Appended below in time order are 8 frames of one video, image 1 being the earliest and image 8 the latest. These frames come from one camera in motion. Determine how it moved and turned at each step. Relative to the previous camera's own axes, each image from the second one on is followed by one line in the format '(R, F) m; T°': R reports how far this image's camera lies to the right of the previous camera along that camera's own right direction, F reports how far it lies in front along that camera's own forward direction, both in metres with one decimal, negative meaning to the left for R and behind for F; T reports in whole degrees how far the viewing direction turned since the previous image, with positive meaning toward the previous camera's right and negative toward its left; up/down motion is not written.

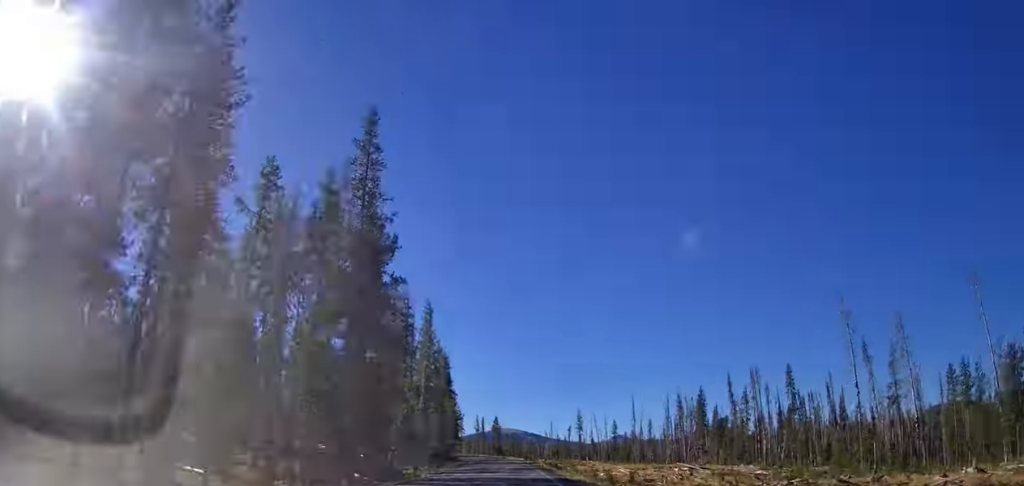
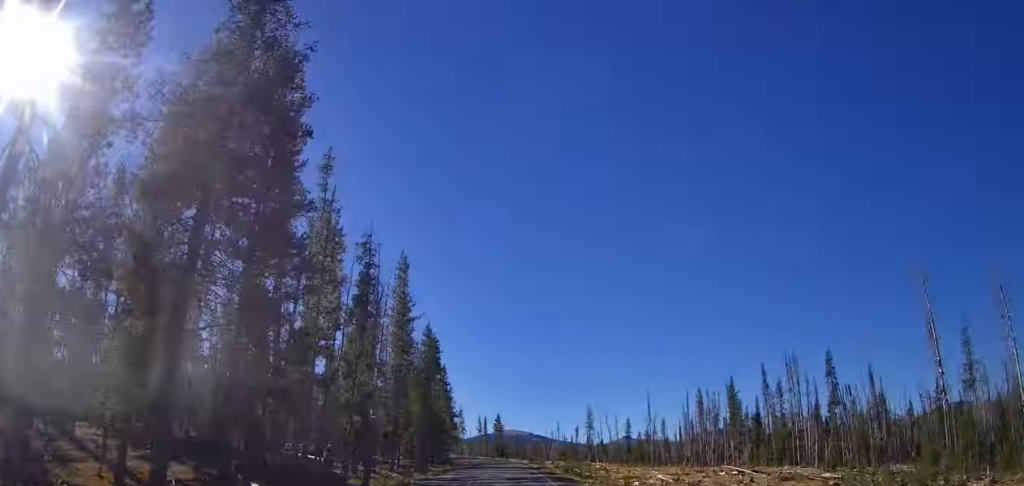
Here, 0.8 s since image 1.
(-0.3, +16.5) m; -2°
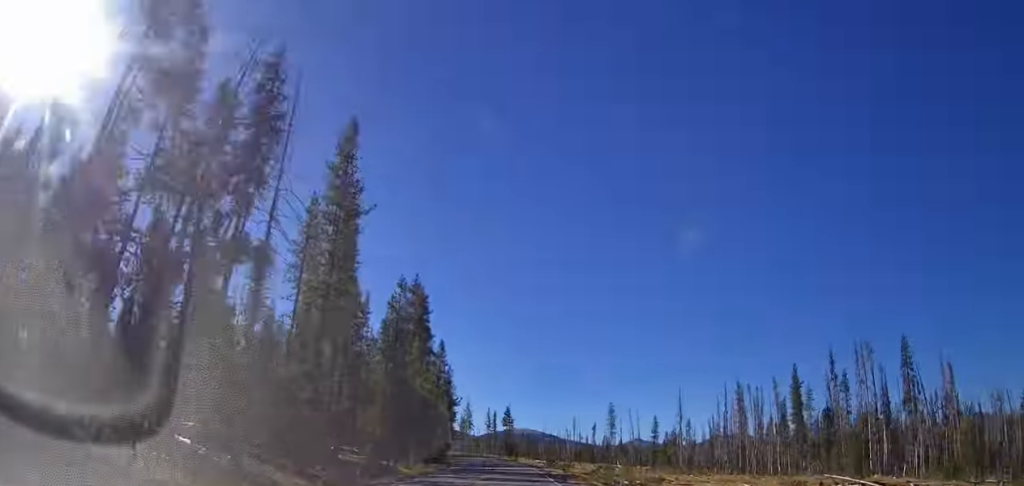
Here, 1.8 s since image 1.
(-0.4, +21.2) m; -1°
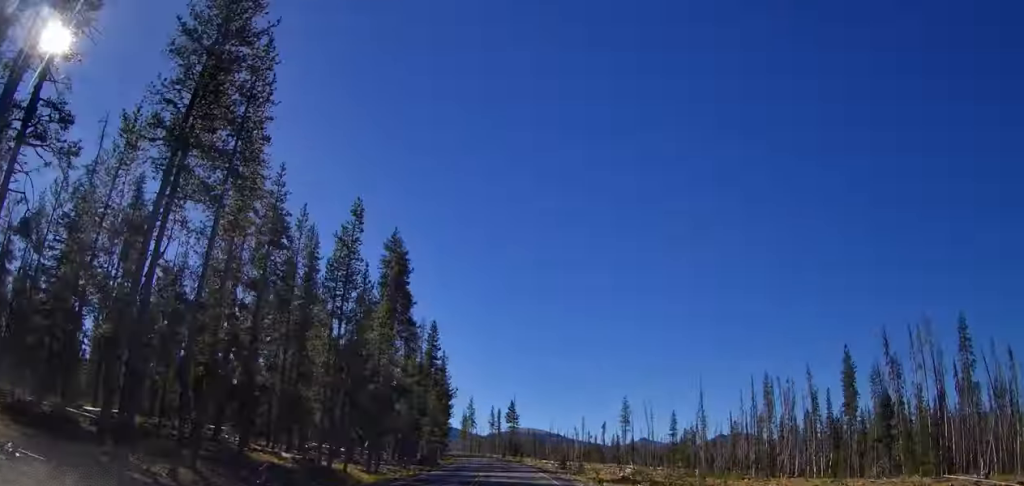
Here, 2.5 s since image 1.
(-0.1, +13.7) m; 0°
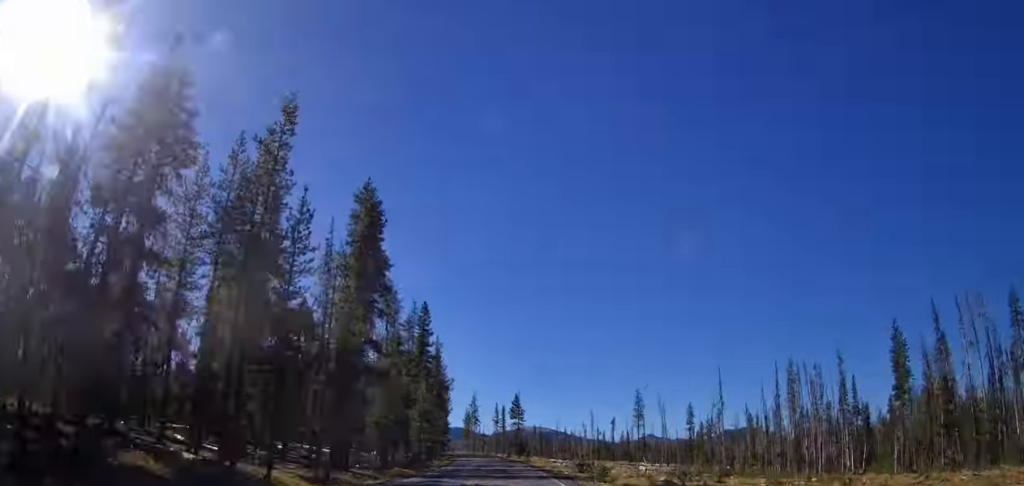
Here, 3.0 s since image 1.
(0.0, +10.3) m; 0°
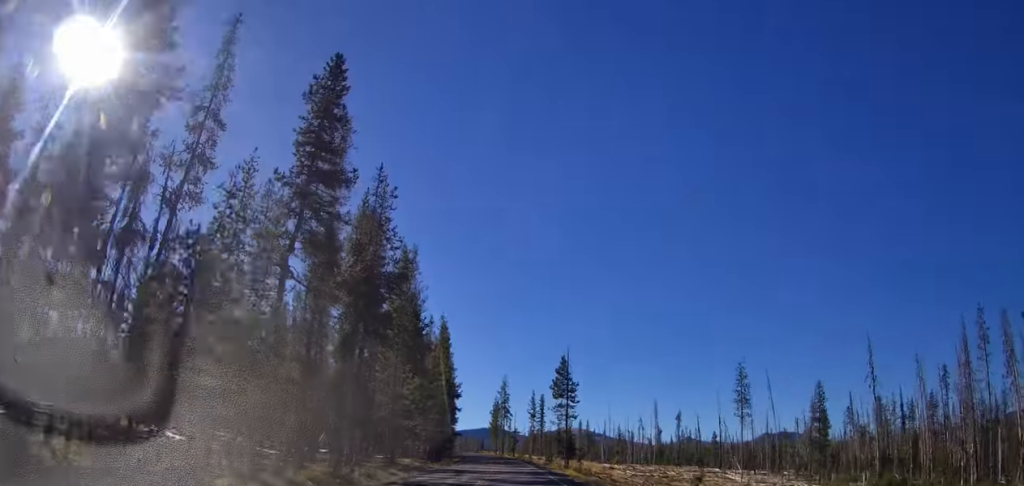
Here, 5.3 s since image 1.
(-0.9, +45.6) m; -3°
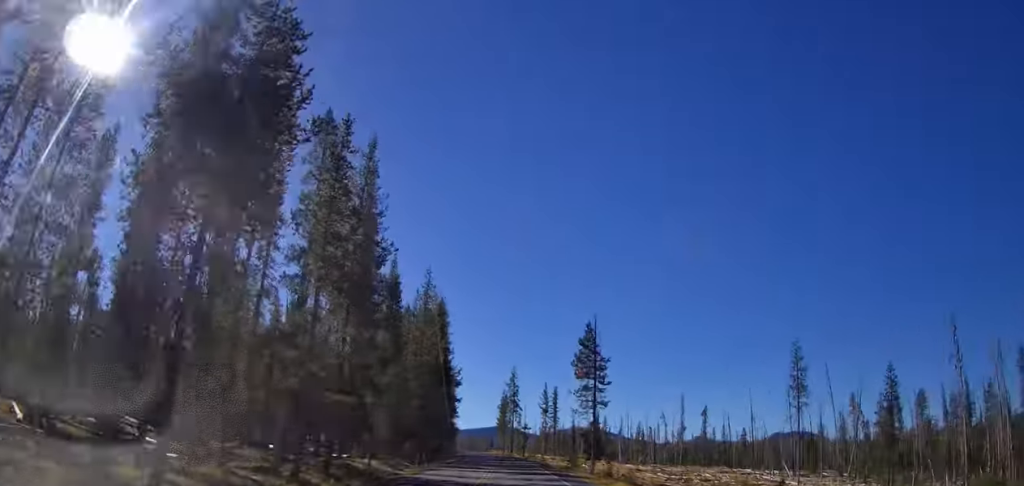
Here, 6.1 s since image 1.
(0.0, +16.5) m; -2°
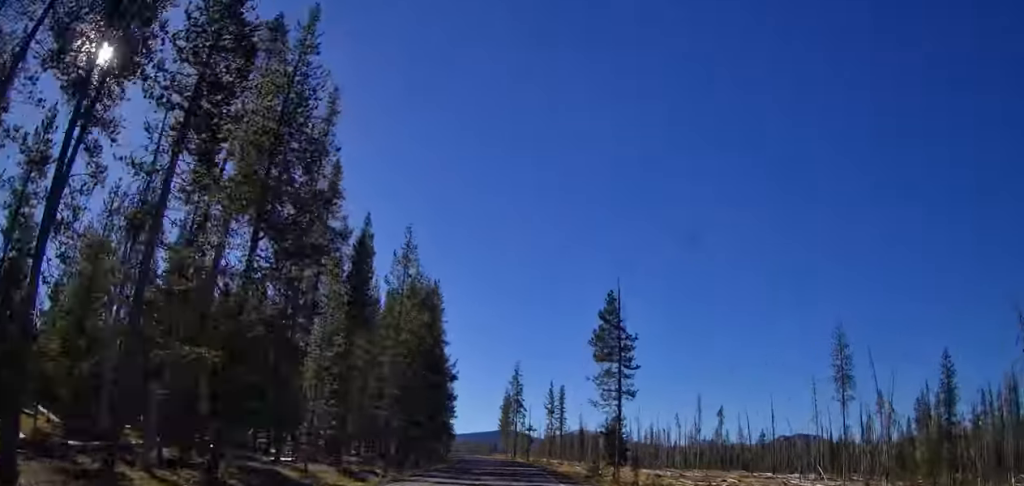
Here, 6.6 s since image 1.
(-0.4, +10.5) m; -1°
